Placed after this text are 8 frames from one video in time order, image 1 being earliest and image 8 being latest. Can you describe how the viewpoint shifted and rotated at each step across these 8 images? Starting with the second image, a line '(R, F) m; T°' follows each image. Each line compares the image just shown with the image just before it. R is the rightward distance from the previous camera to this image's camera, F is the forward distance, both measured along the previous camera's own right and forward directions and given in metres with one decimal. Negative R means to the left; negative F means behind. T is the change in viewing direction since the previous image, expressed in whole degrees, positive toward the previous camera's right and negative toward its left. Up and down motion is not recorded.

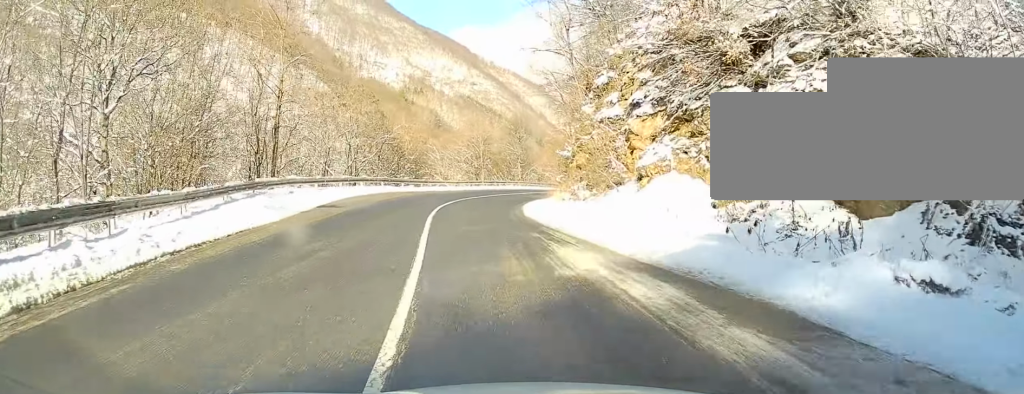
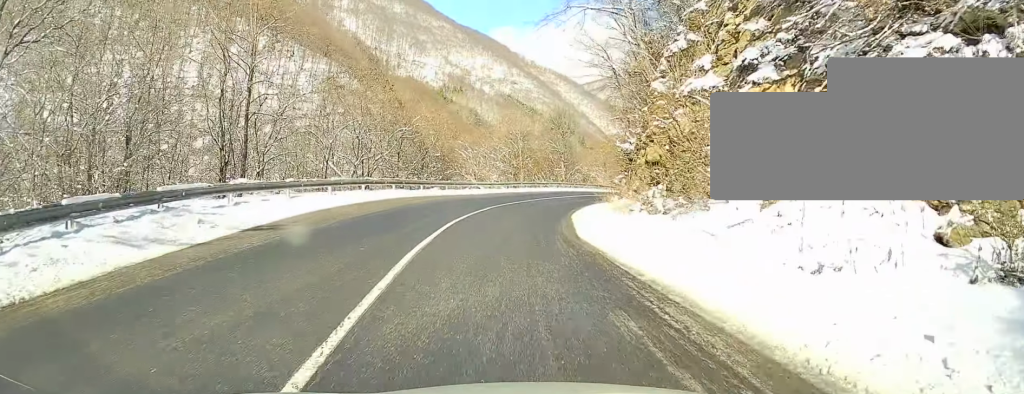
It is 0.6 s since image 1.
(-0.2, +8.6) m; -1°
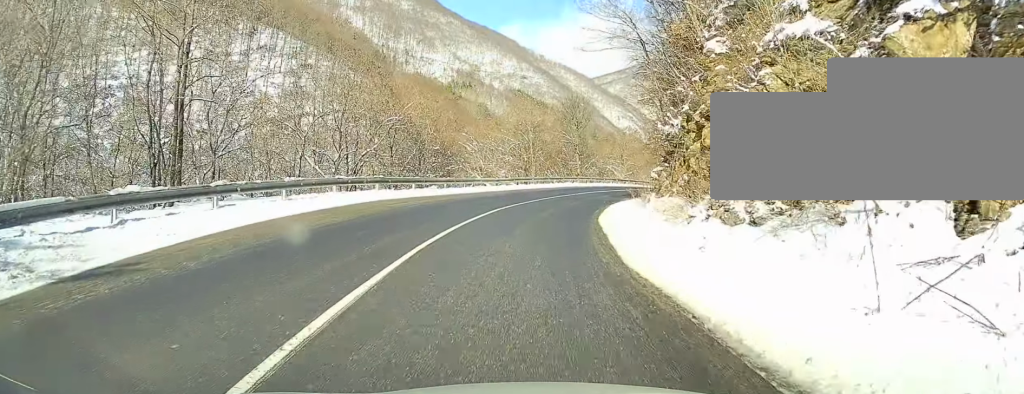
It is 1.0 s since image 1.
(-0.1, +6.4) m; +1°
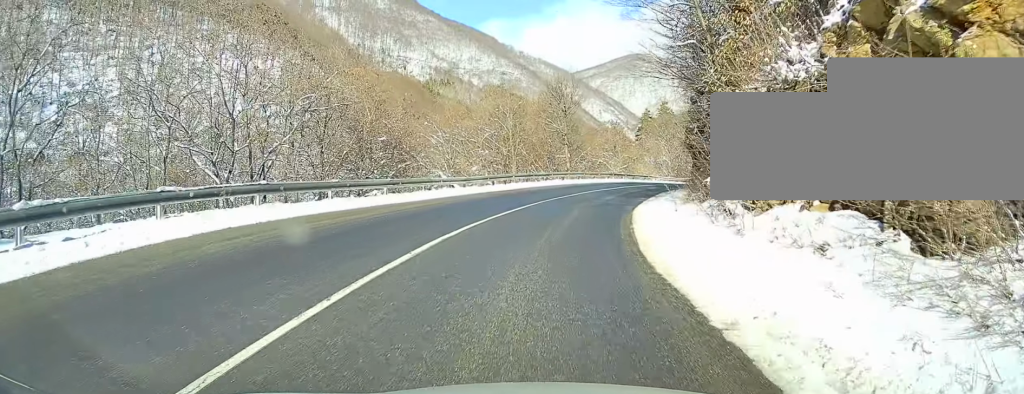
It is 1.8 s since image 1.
(+0.1, +11.3) m; +3°
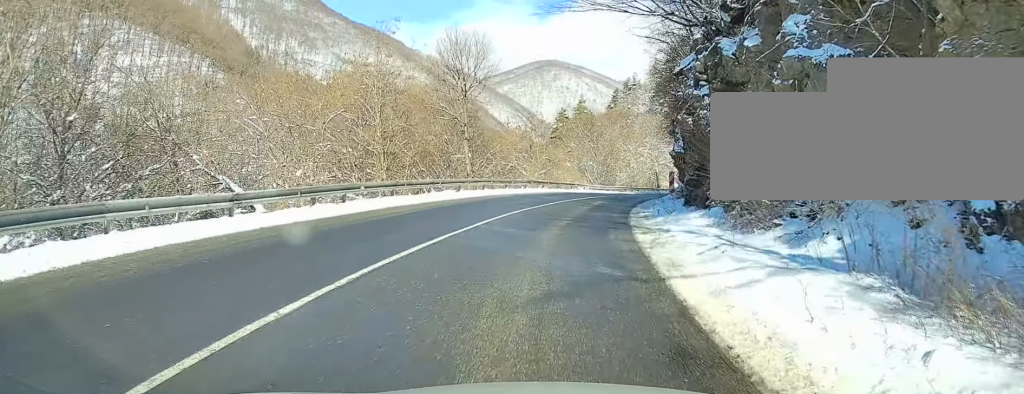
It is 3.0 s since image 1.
(+1.2, +17.7) m; +7°
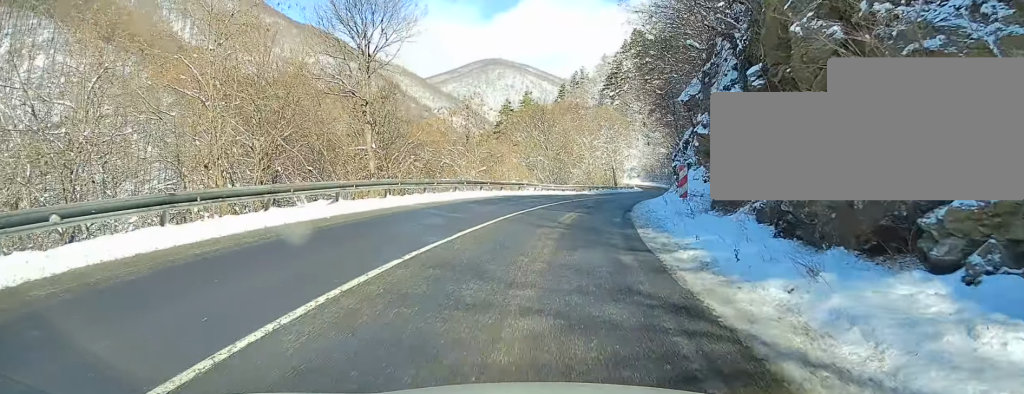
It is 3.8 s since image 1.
(+0.5, +12.4) m; +5°
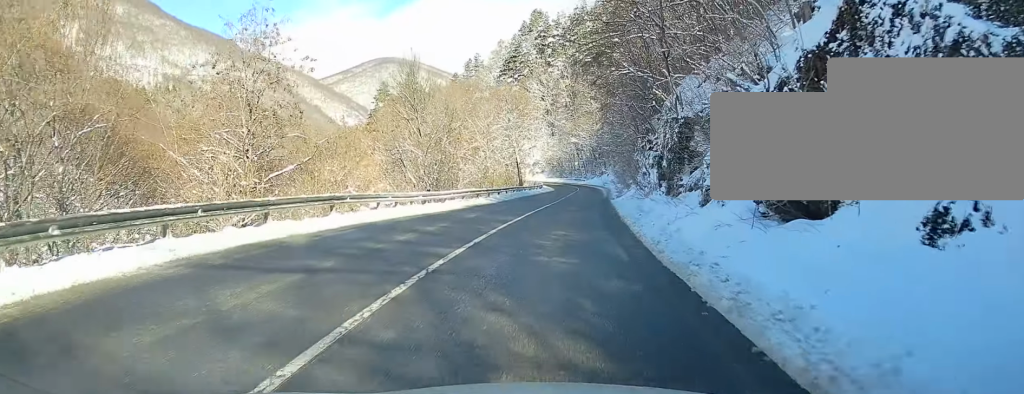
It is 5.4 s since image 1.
(+1.7, +22.8) m; +8°
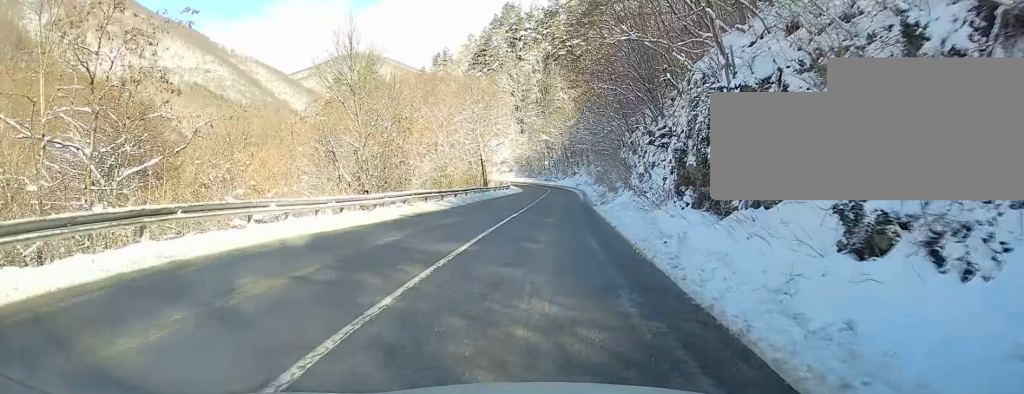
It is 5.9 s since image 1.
(+0.2, +8.2) m; +2°
